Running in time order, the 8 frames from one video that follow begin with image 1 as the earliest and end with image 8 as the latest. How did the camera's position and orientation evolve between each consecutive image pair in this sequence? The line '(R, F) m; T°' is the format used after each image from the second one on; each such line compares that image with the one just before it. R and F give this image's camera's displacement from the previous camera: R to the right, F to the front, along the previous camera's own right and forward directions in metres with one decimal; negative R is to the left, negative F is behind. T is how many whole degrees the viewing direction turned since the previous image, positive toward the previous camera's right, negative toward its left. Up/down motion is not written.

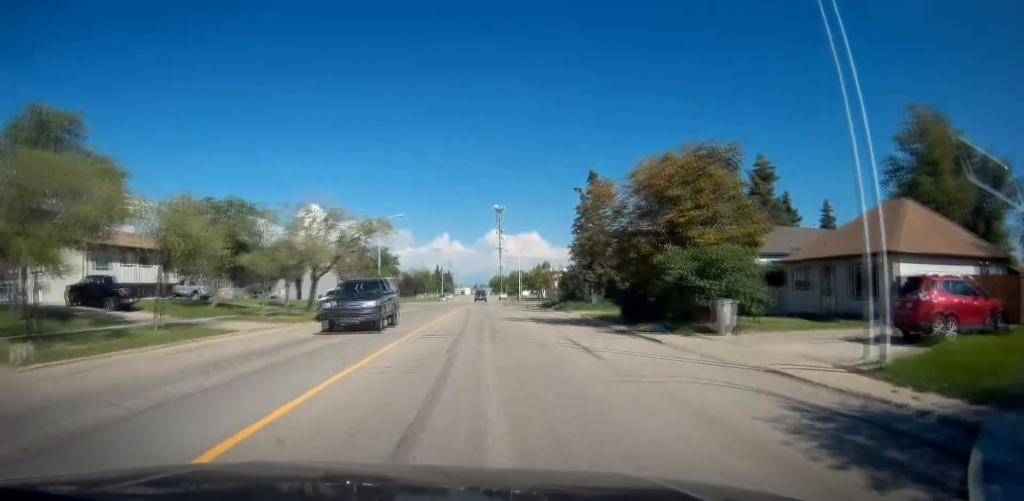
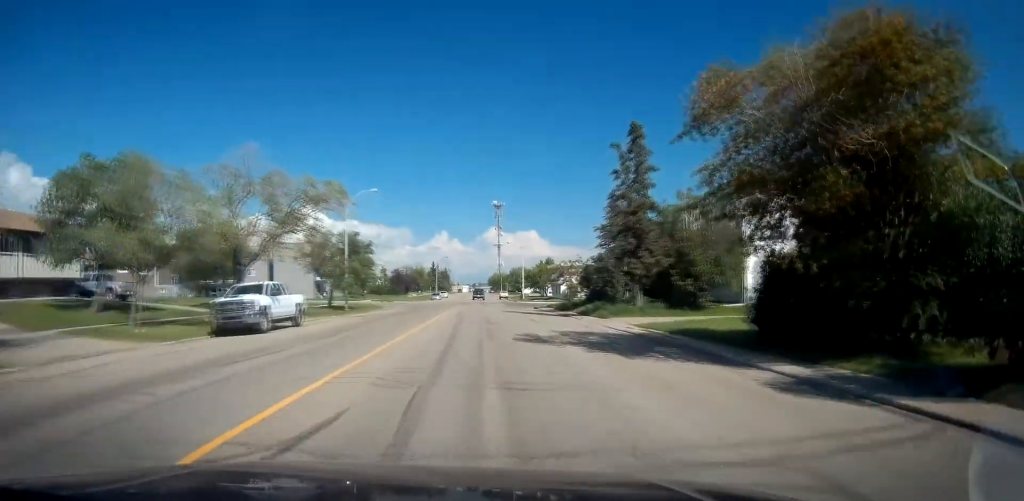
(0.0, +13.7) m; 0°
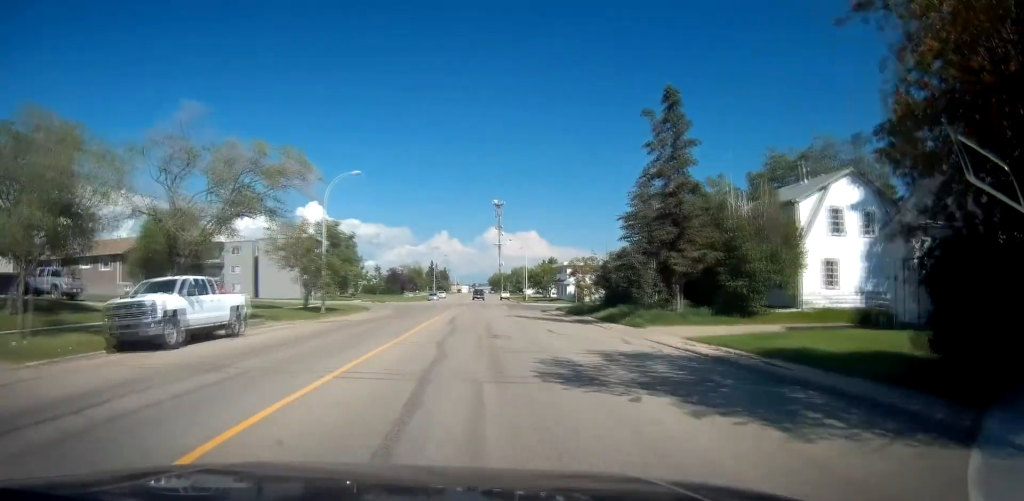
(0.0, +6.1) m; 0°
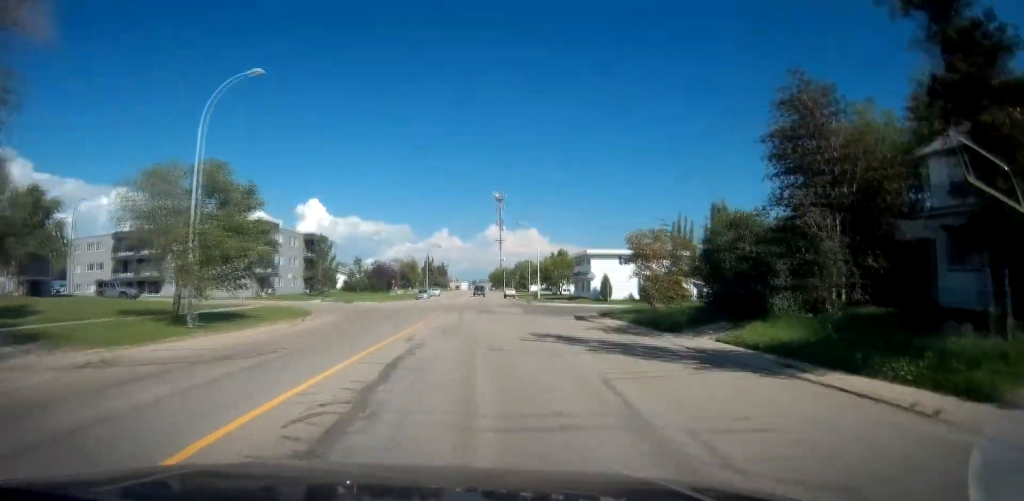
(0.0, +18.1) m; 0°
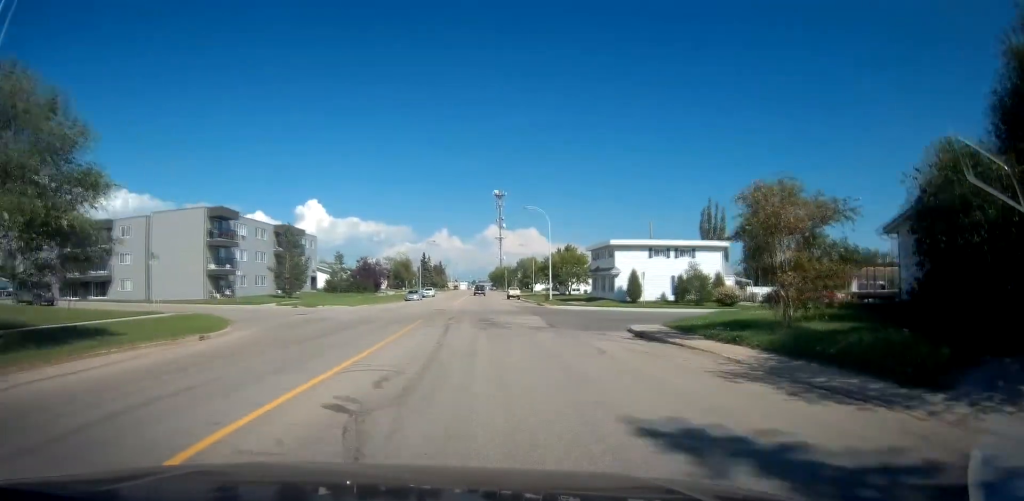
(0.0, +12.1) m; 0°
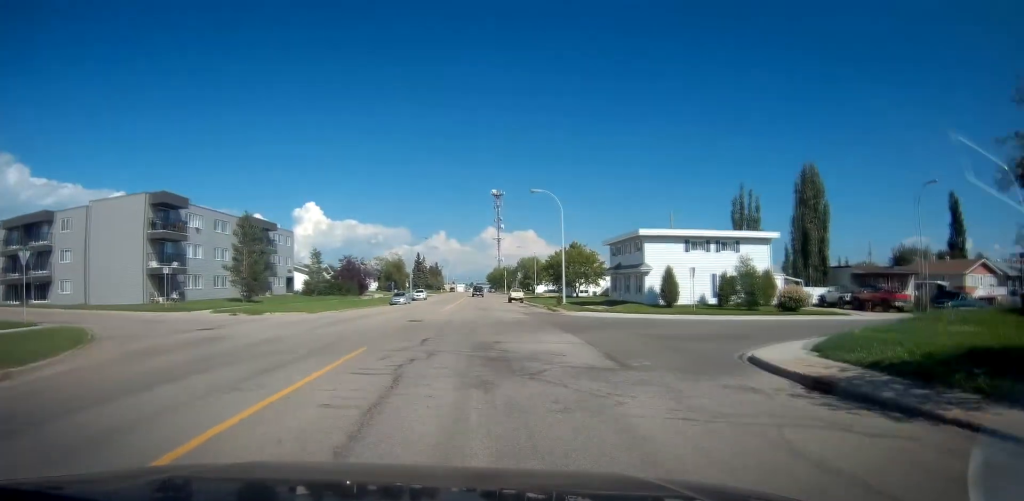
(0.0, +10.5) m; 0°
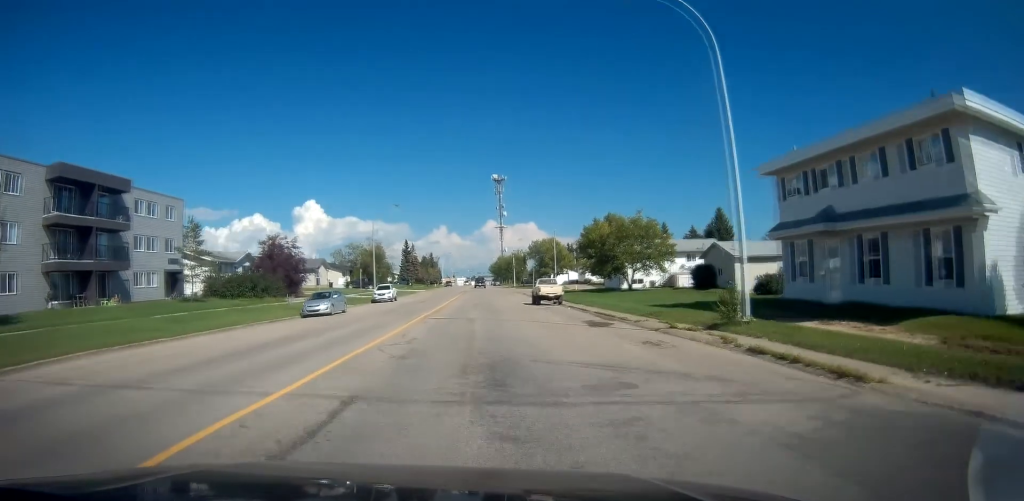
(0.0, +32.4) m; 0°
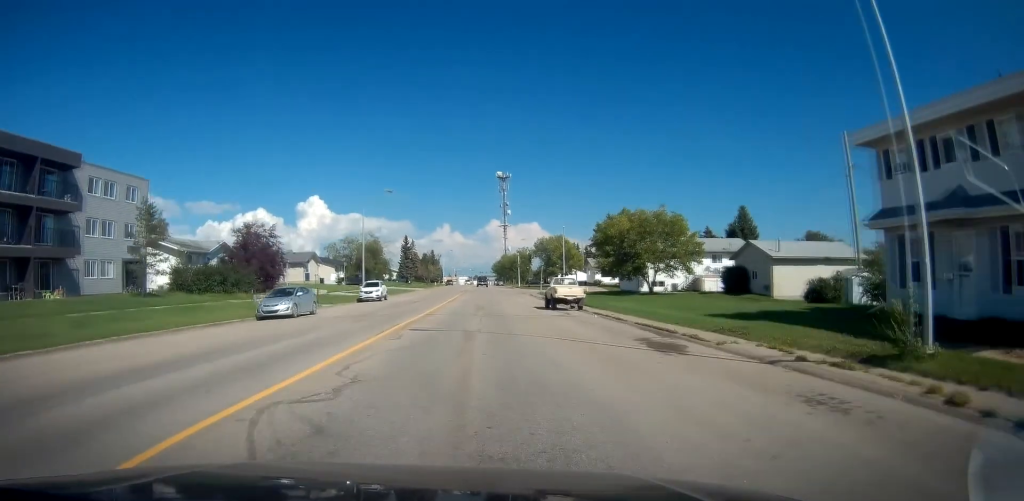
(0.0, +6.9) m; 0°
